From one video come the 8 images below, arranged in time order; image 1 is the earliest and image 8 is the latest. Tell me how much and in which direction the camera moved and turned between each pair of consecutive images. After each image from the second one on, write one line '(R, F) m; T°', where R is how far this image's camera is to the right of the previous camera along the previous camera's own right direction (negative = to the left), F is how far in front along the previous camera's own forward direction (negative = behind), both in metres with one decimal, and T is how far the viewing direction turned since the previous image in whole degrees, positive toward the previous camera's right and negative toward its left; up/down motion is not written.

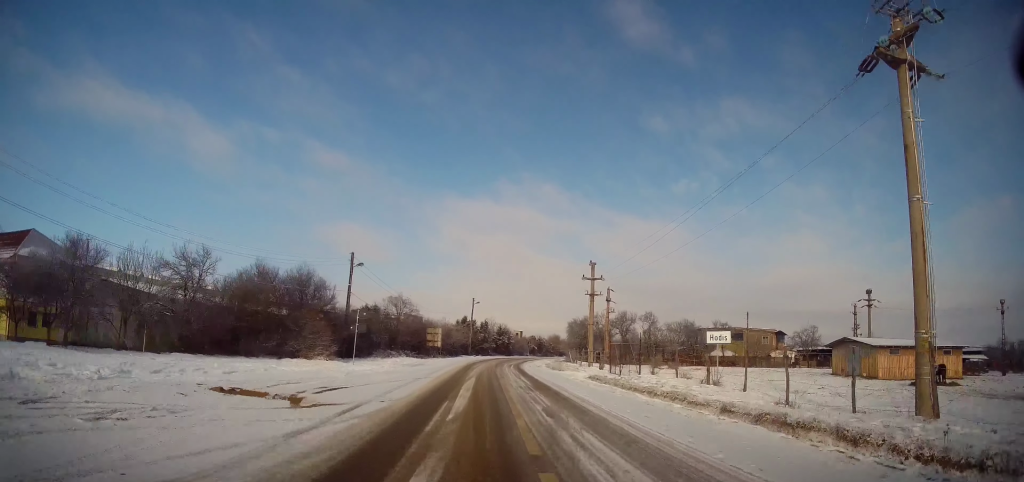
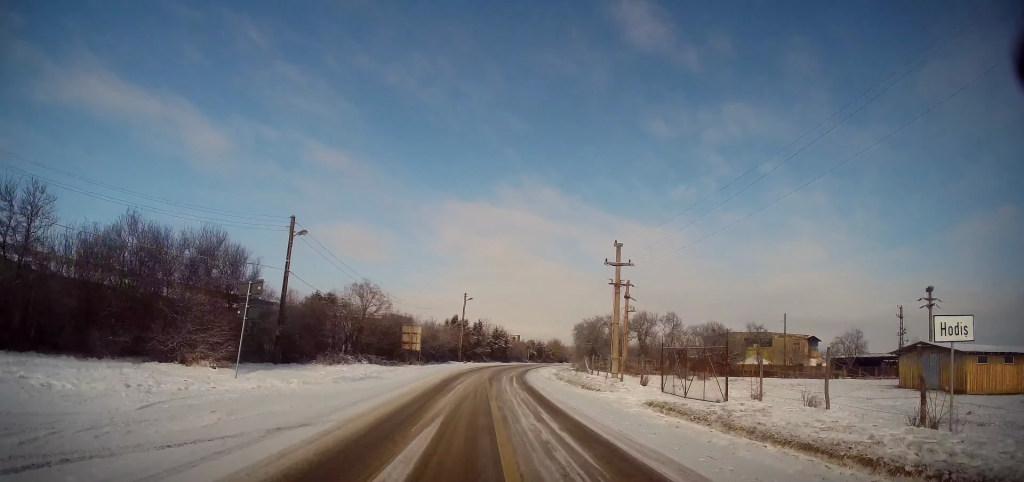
(-0.2, +12.7) m; -1°
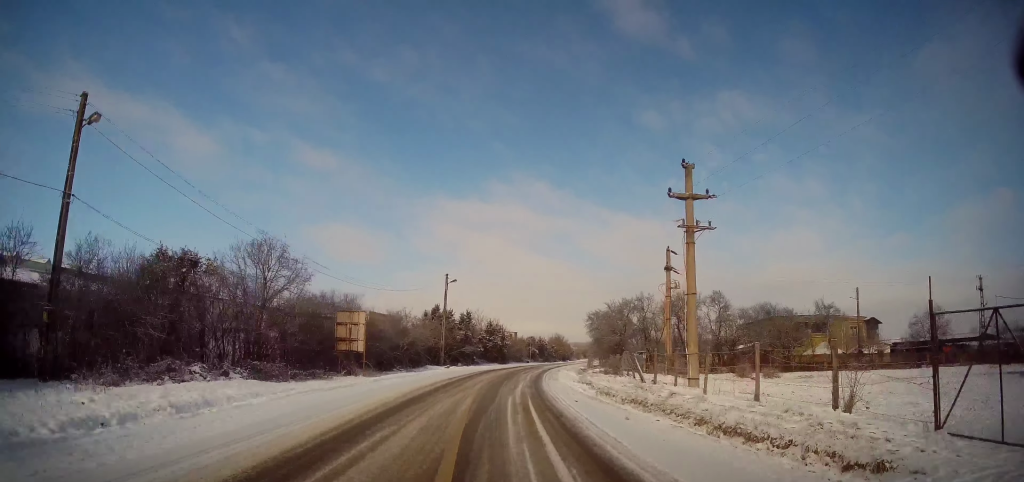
(+0.4, +16.8) m; +2°
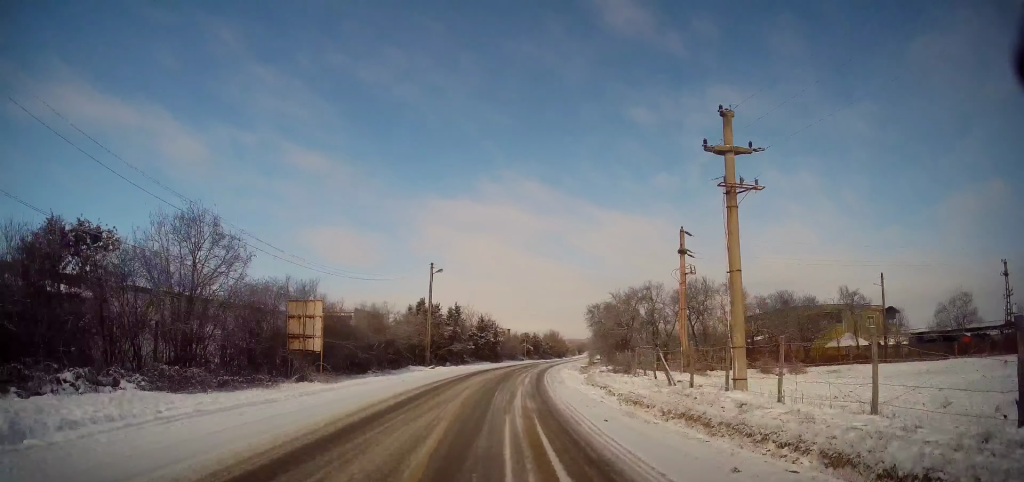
(0.0, +5.2) m; +1°
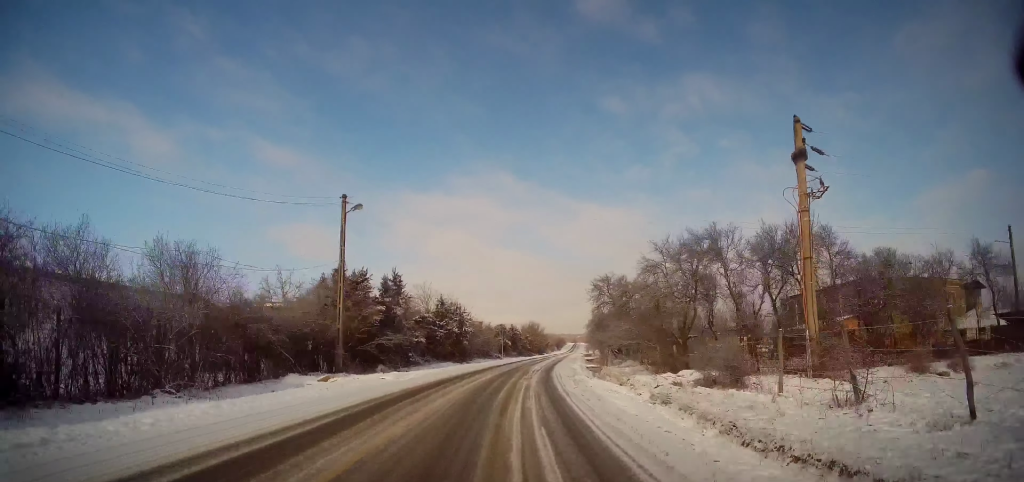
(+0.5, +18.7) m; +3°
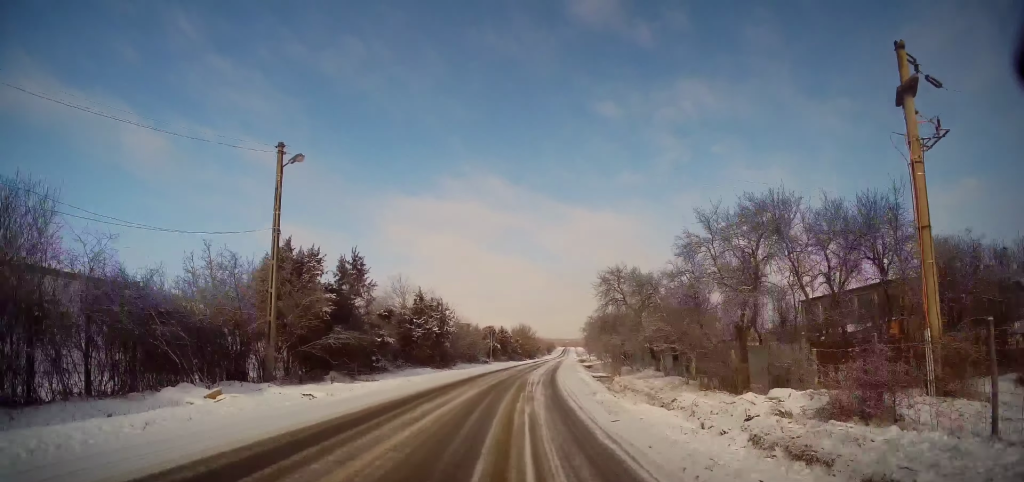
(+0.1, +7.2) m; 0°
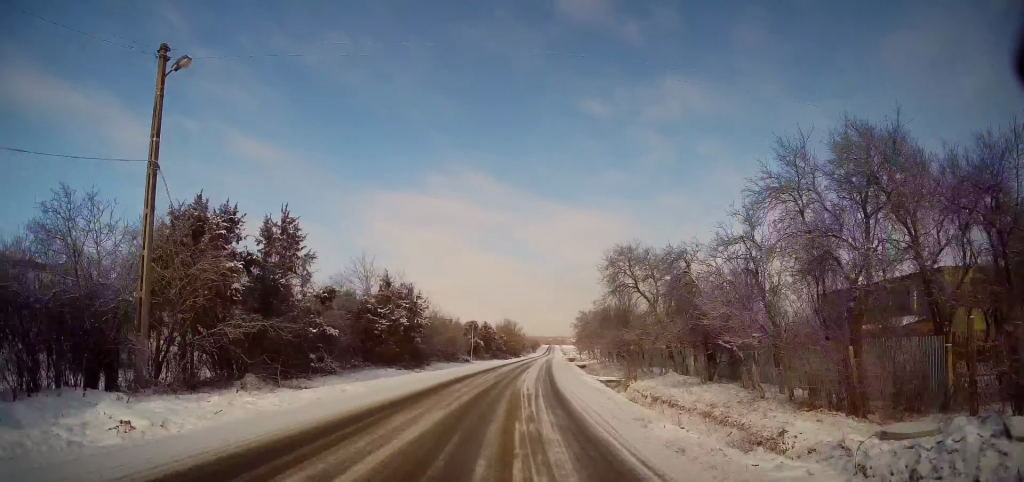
(0.0, +6.9) m; 0°
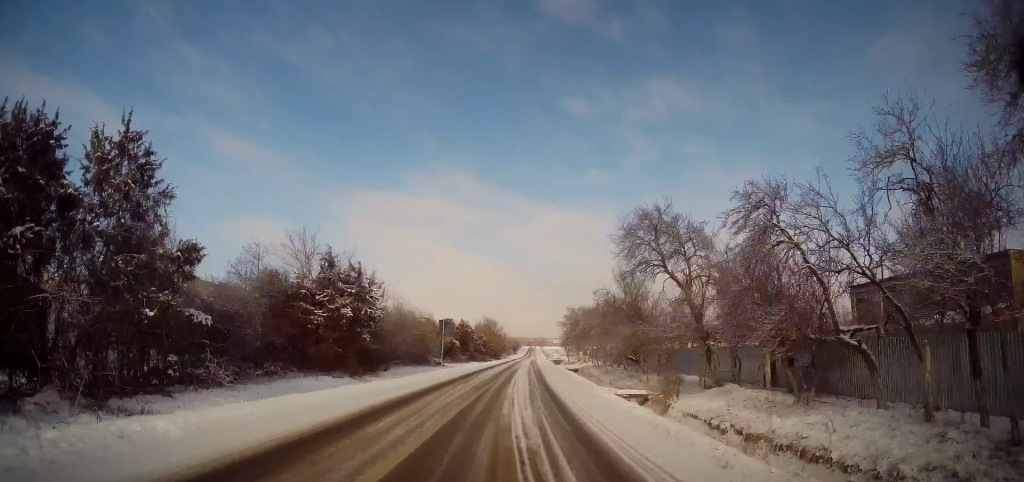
(0.0, +8.0) m; +2°
